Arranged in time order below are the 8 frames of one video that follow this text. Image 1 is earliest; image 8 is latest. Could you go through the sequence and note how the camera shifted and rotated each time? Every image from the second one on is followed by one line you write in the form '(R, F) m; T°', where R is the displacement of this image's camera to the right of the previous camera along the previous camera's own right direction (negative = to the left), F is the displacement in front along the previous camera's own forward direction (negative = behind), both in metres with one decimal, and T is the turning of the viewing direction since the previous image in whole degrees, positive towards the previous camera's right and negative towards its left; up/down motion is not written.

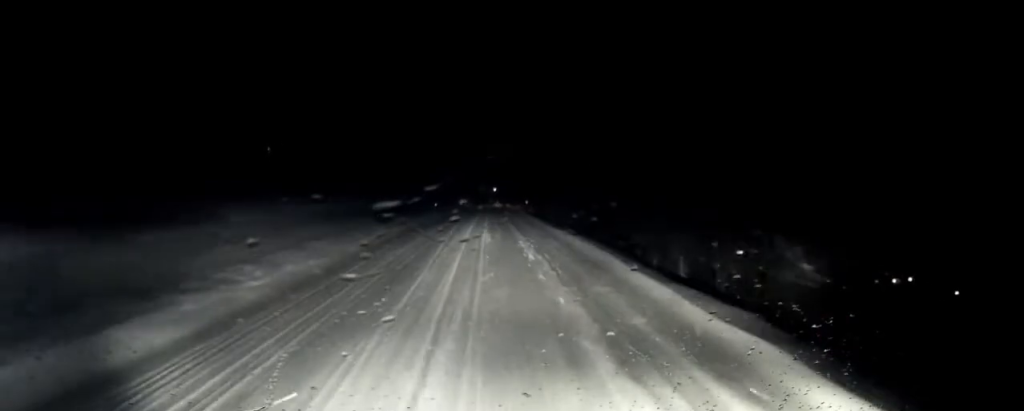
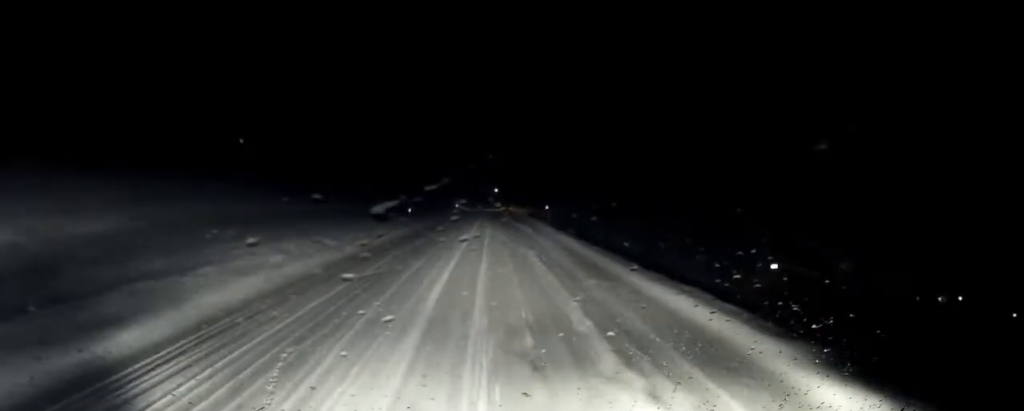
(+0.6, +14.1) m; +1°
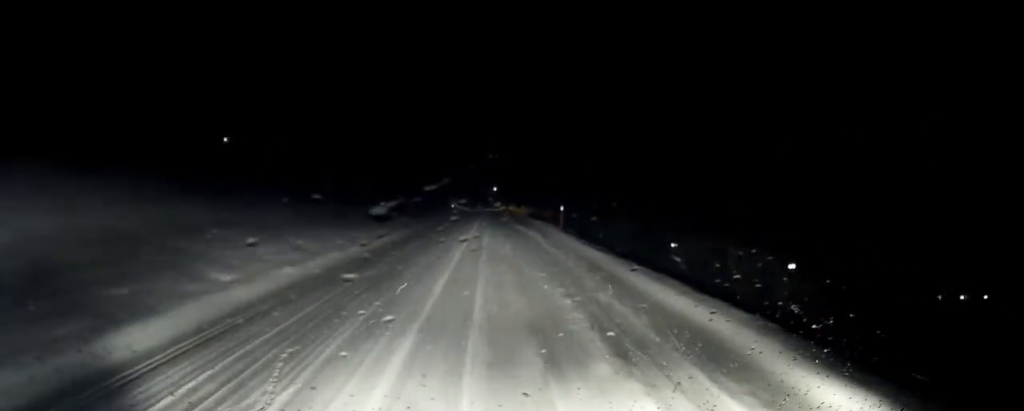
(-0.2, +6.1) m; 0°
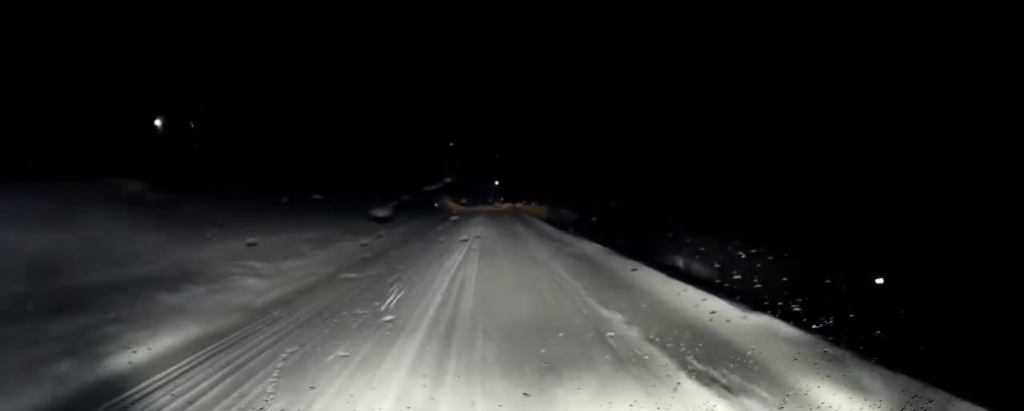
(0.0, +22.5) m; -1°
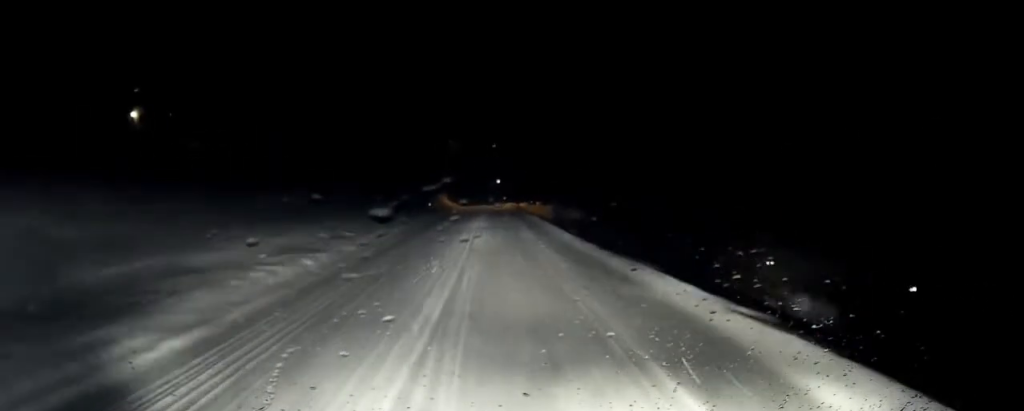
(-0.2, +6.5) m; -1°
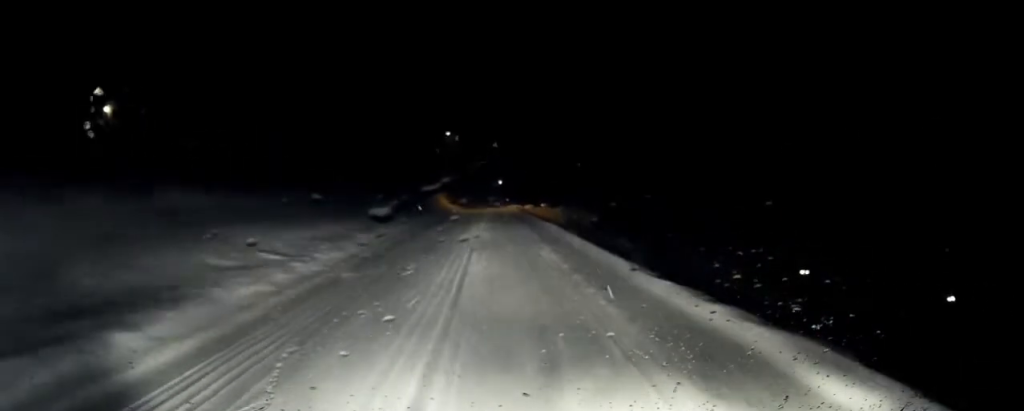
(0.0, +6.5) m; -1°
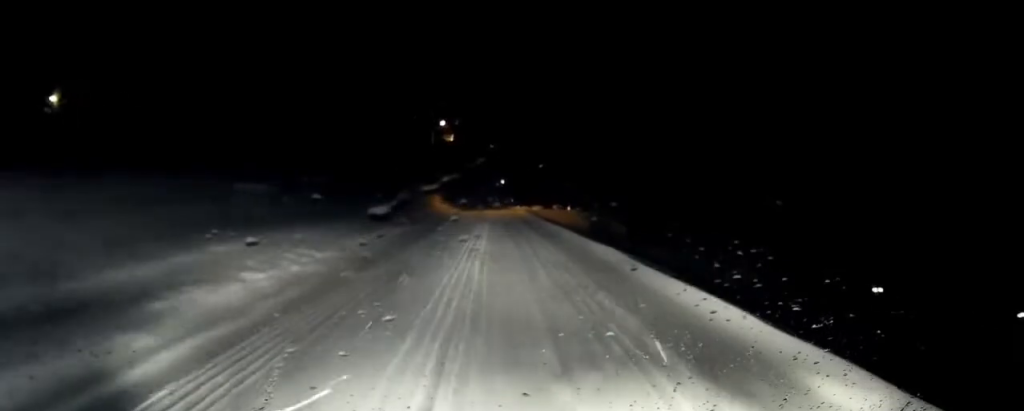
(-0.1, +10.6) m; -1°
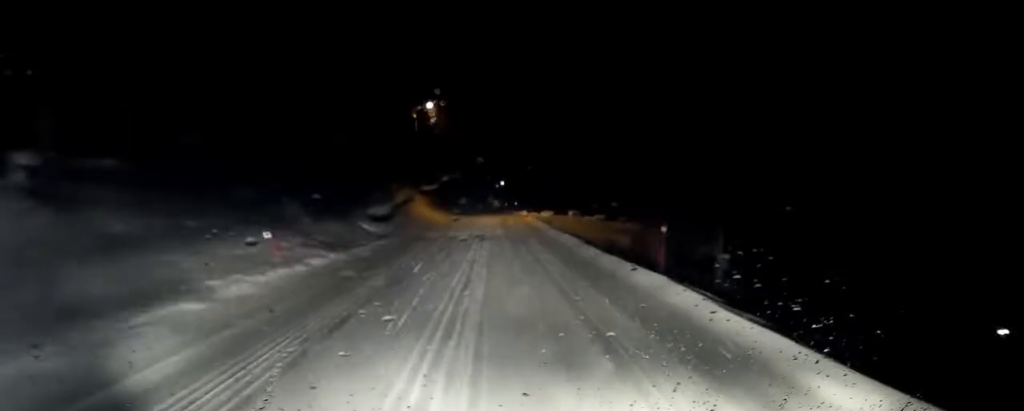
(-0.1, +13.2) m; 0°
